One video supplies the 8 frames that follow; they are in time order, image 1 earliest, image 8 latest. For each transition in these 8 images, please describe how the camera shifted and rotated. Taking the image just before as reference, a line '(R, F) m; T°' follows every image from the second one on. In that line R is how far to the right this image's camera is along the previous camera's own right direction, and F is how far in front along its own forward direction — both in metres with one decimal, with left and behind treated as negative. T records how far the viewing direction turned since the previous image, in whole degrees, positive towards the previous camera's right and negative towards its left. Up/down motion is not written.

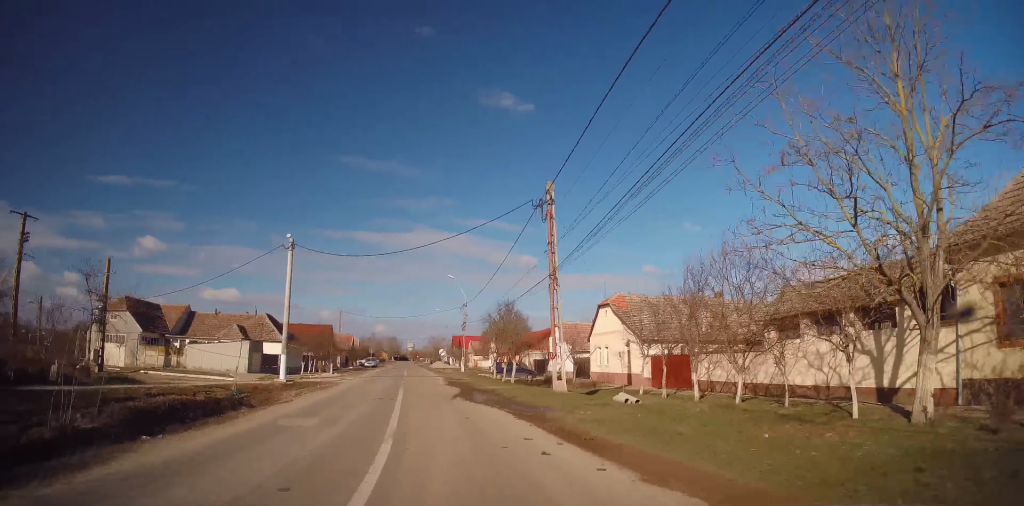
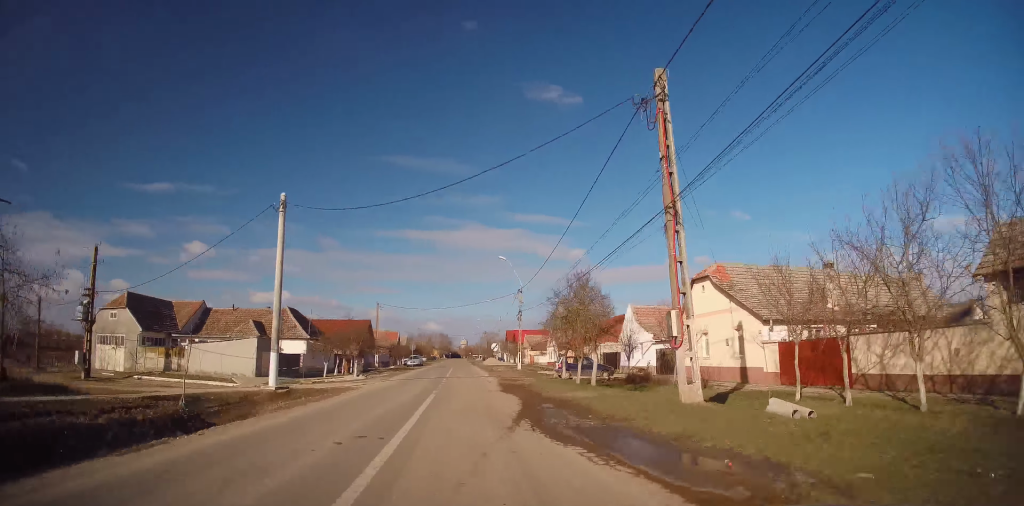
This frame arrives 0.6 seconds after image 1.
(-0.5, +8.7) m; -4°
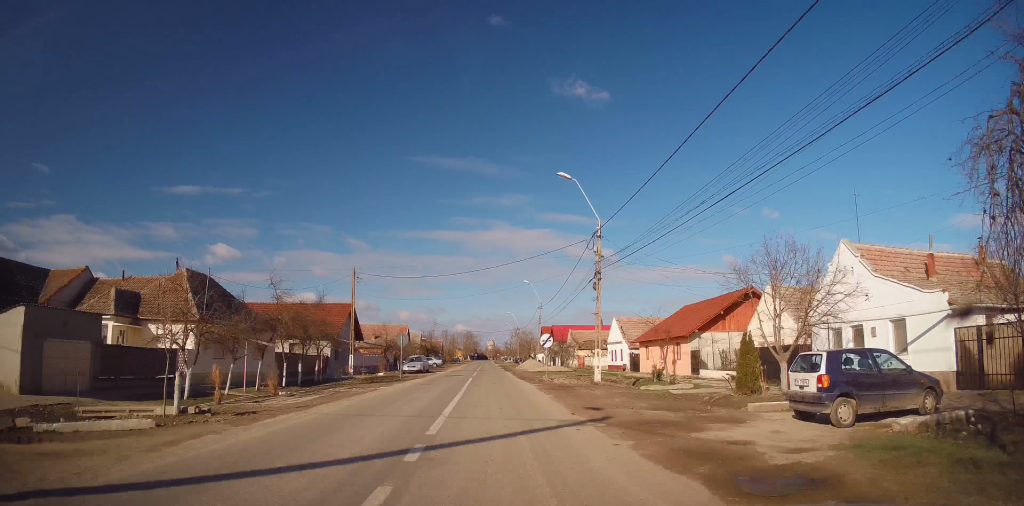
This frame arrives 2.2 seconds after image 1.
(-1.4, +23.5) m; -3°
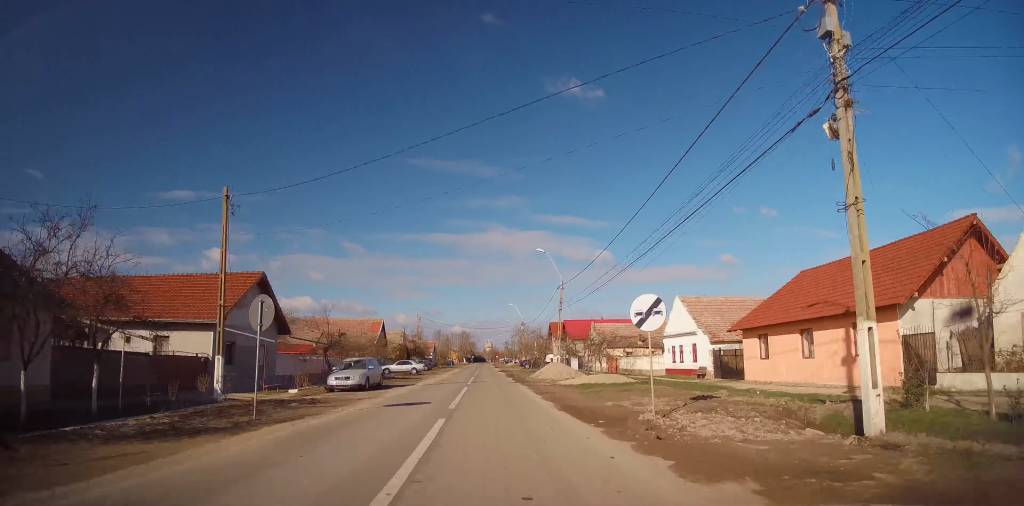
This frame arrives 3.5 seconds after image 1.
(+0.1, +20.4) m; 0°
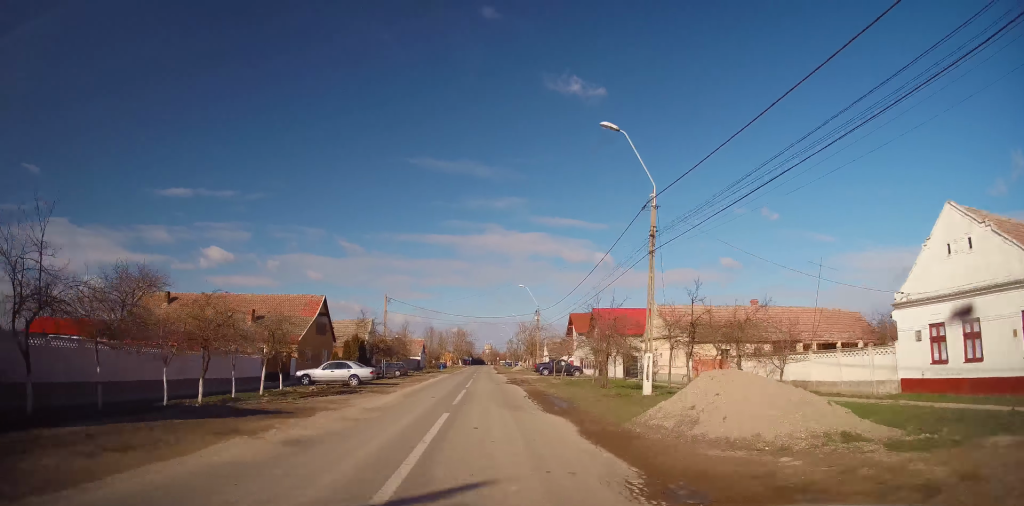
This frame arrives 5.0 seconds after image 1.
(+0.2, +25.5) m; 0°
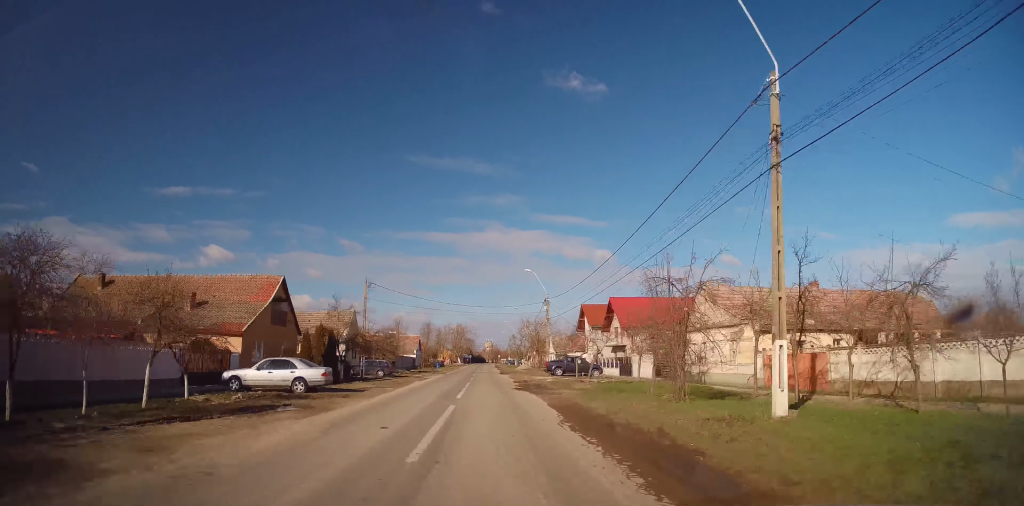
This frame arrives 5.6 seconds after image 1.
(-0.2, +9.4) m; -1°
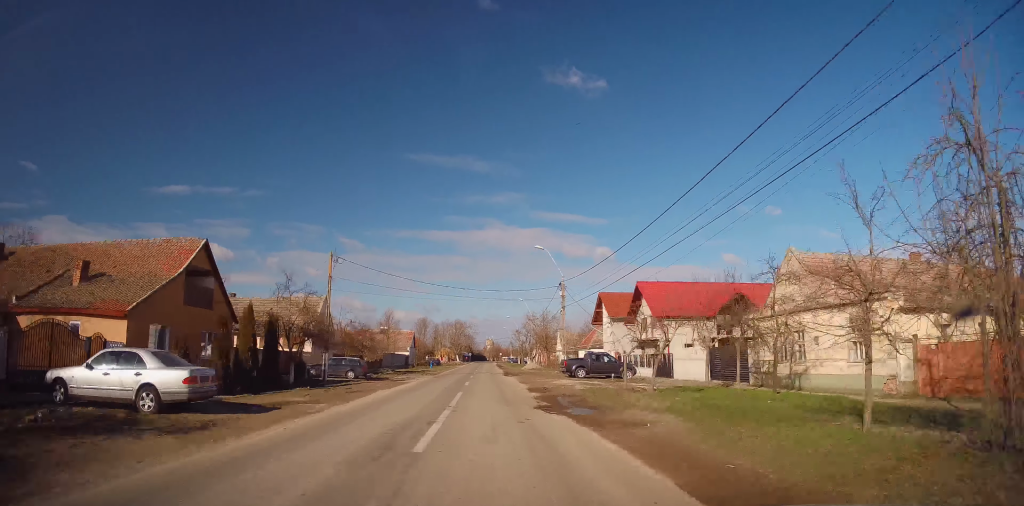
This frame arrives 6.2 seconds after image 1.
(-0.1, +10.6) m; 0°
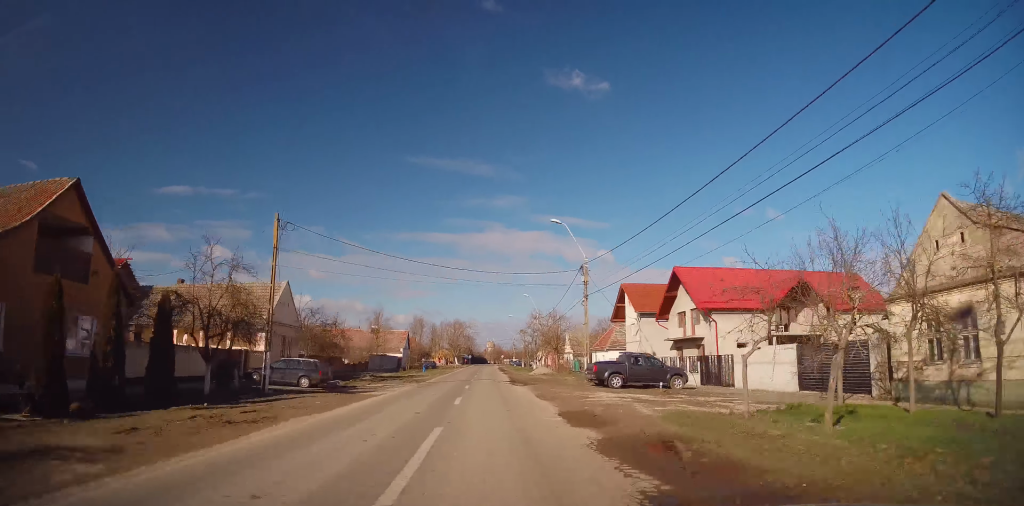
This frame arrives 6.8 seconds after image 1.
(0.0, +9.6) m; 0°
